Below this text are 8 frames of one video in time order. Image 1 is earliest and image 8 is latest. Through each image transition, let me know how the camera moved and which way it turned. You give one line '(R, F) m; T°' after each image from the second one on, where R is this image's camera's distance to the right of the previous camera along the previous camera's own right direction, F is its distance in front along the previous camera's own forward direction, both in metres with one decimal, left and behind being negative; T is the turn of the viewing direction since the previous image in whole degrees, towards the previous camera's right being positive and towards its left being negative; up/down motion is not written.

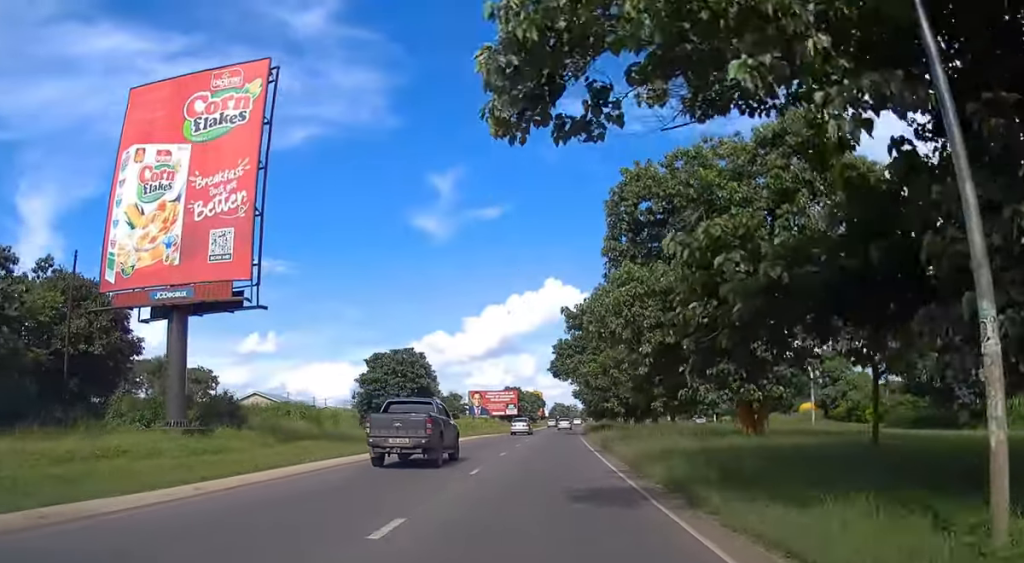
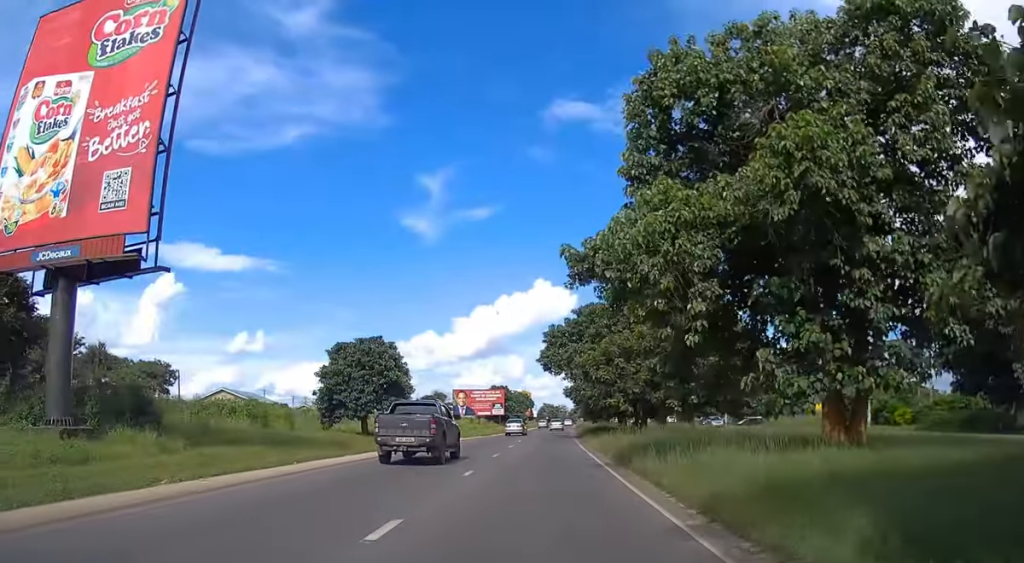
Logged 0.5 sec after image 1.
(+0.2, +9.3) m; +1°
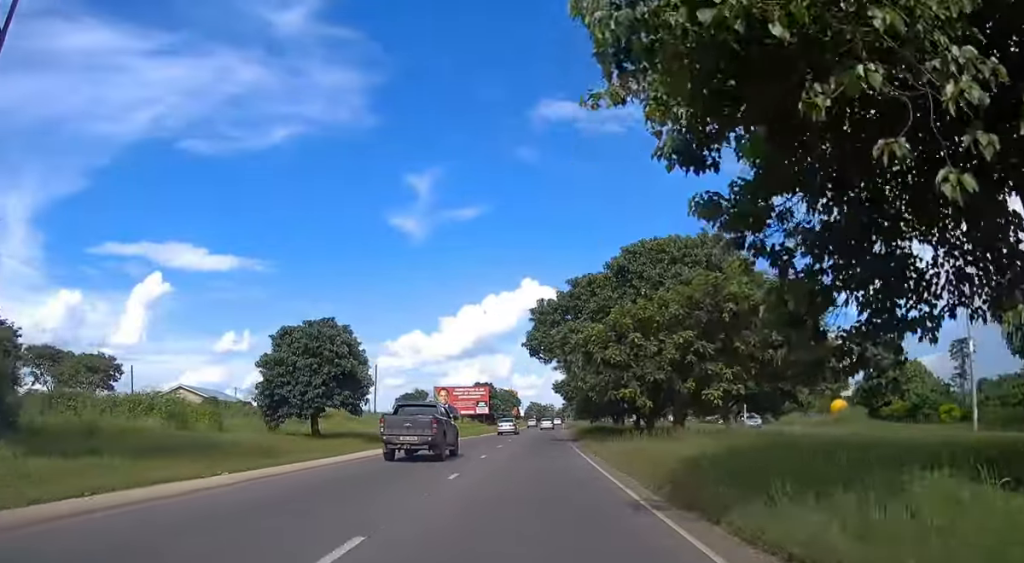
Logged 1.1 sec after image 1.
(0.0, +10.3) m; +1°
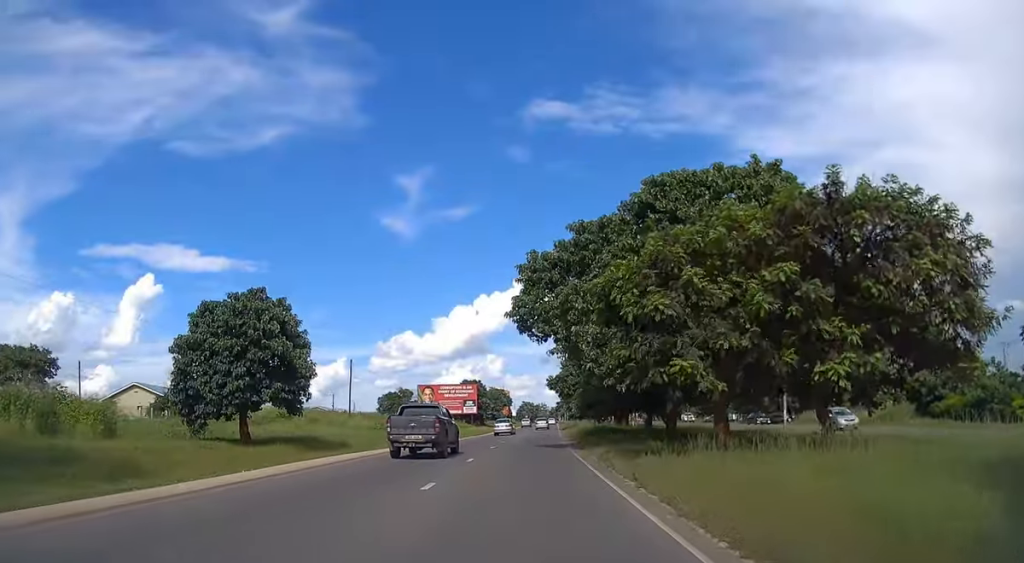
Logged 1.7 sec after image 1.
(-0.1, +11.1) m; +1°
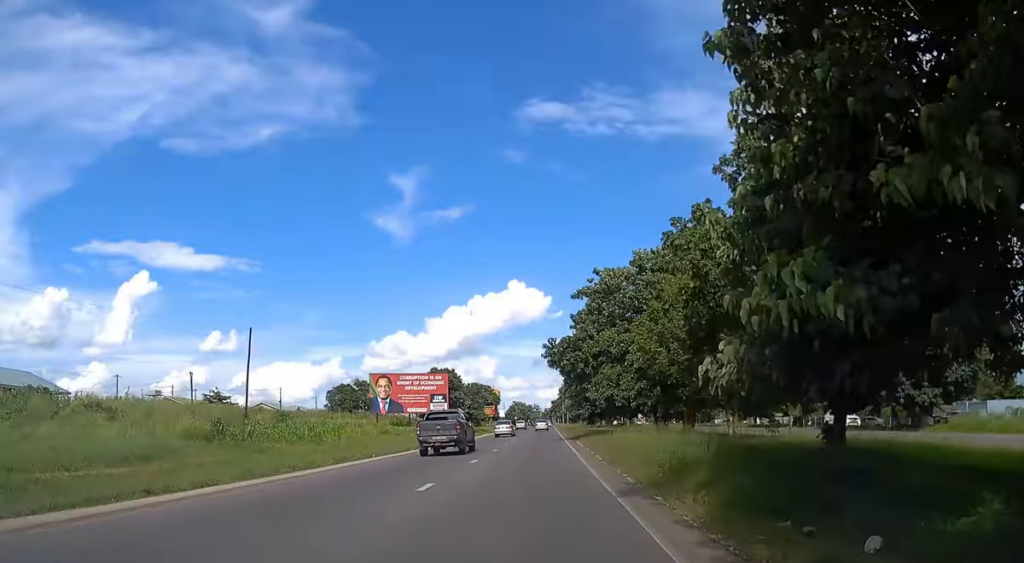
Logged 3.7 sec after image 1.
(+0.8, +35.5) m; +2°
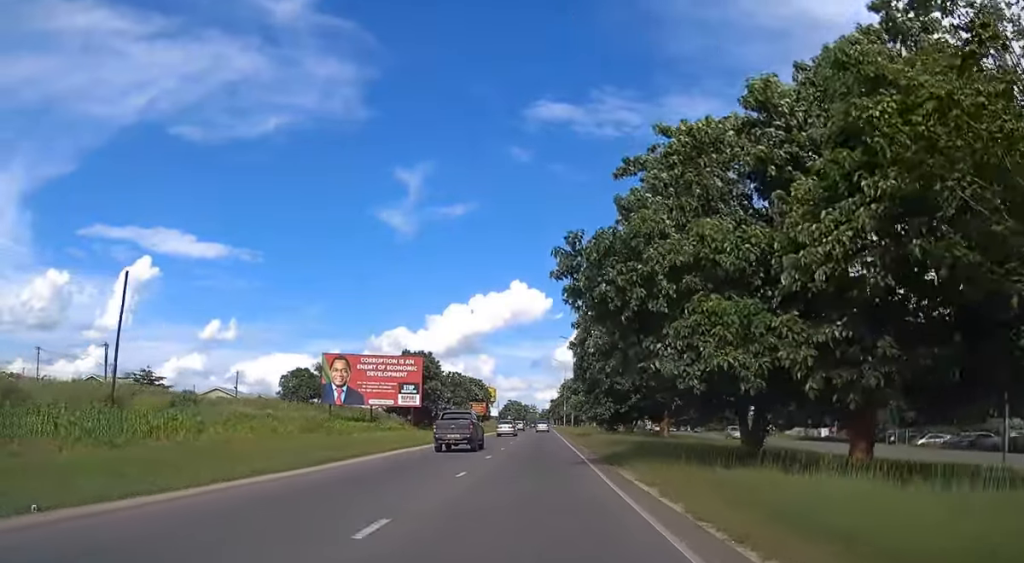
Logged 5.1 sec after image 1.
(0.0, +23.6) m; 0°
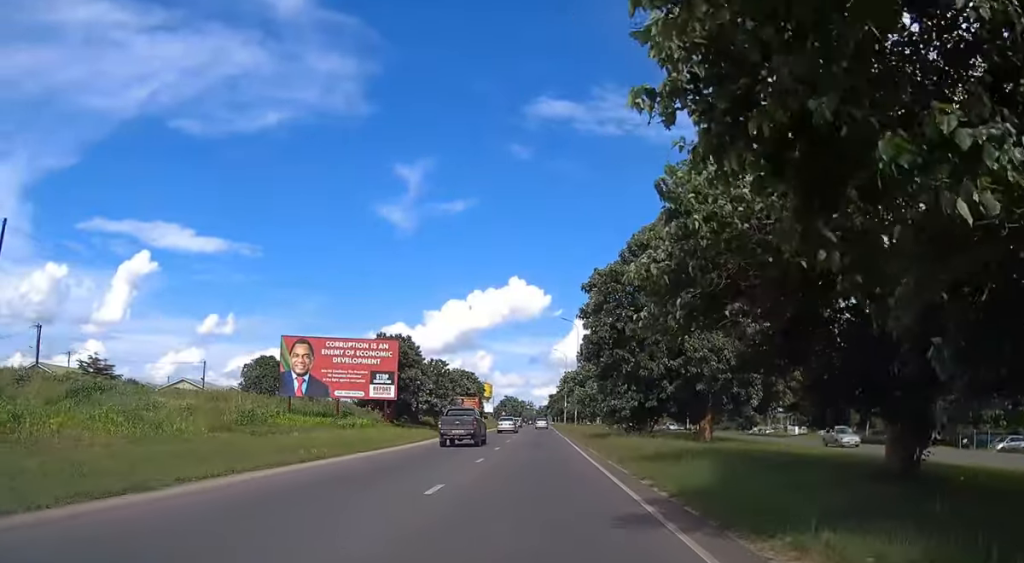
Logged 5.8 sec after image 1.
(0.0, +13.7) m; 0°
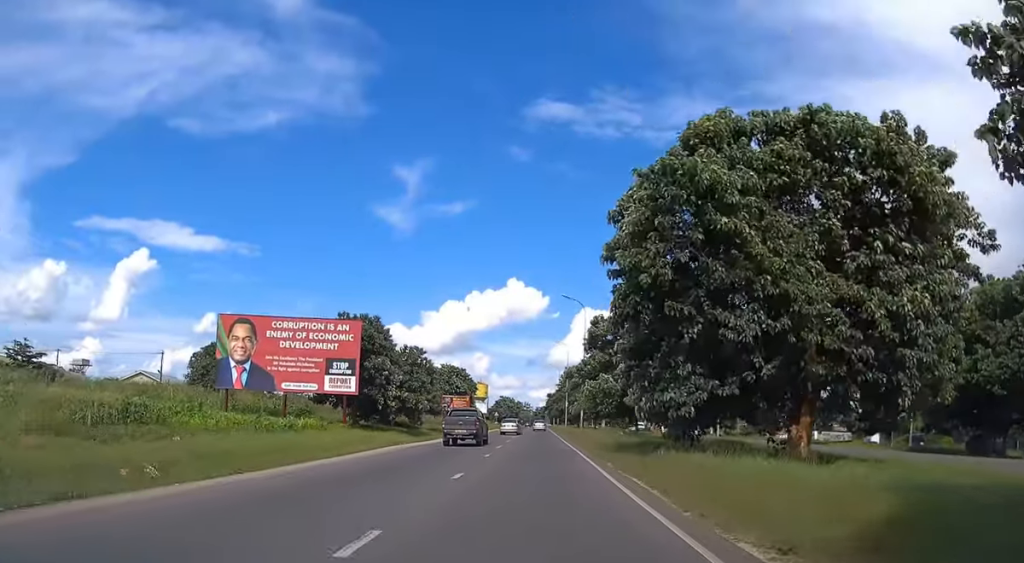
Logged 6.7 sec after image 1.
(+0.1, +14.7) m; 0°
